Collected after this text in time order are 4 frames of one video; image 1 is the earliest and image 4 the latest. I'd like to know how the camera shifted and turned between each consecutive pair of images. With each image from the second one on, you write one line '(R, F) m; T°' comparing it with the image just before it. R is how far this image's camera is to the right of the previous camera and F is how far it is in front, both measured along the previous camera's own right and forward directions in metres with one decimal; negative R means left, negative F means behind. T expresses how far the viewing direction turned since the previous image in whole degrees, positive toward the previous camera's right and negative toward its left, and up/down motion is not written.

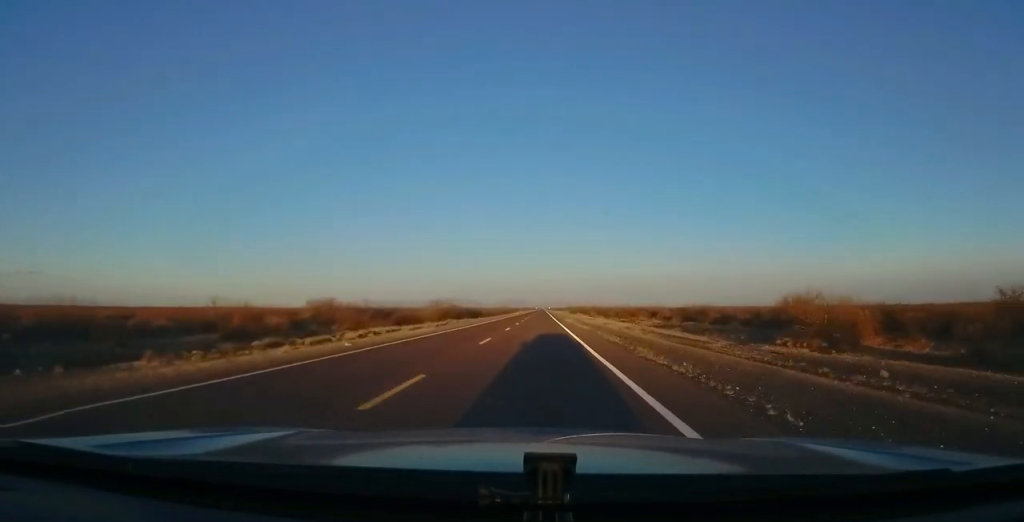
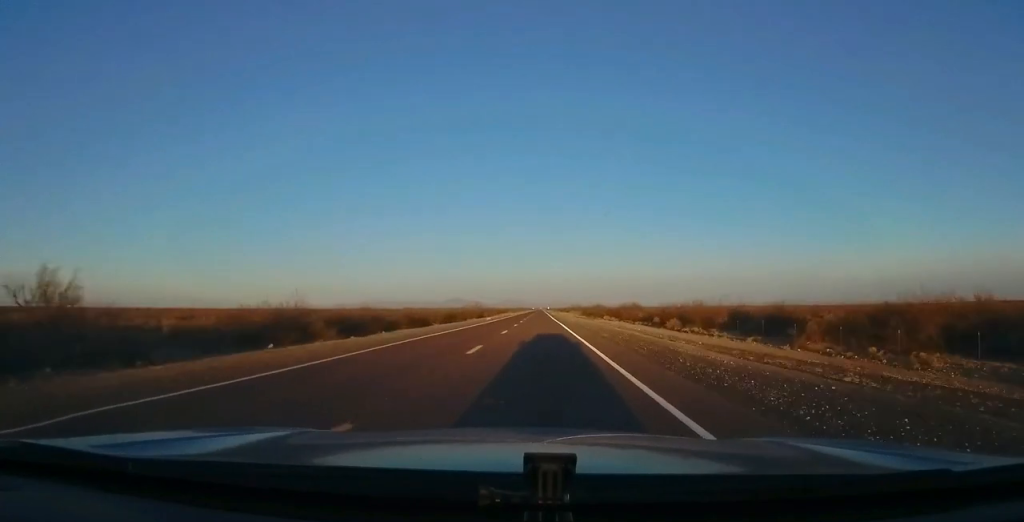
(-0.8, +91.1) m; 0°
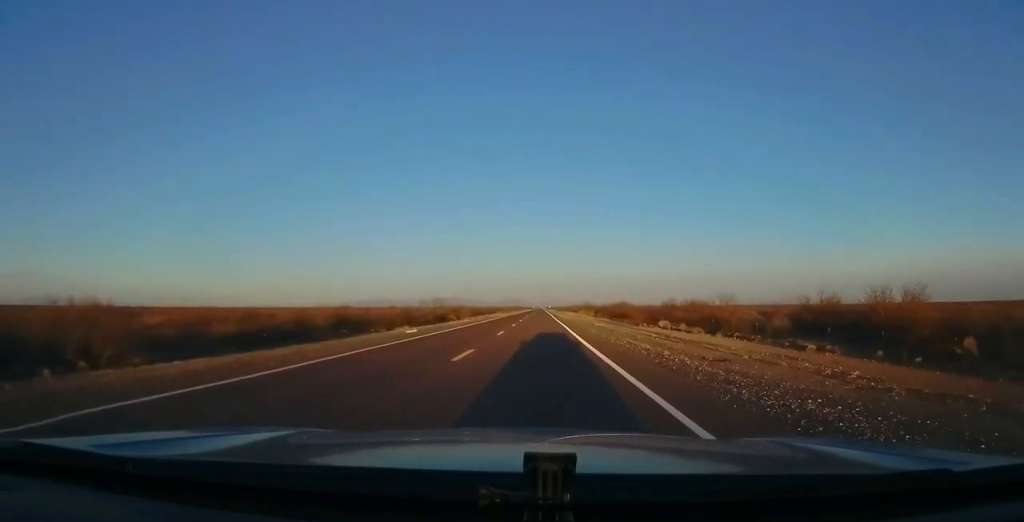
(+1.1, +52.0) m; +1°
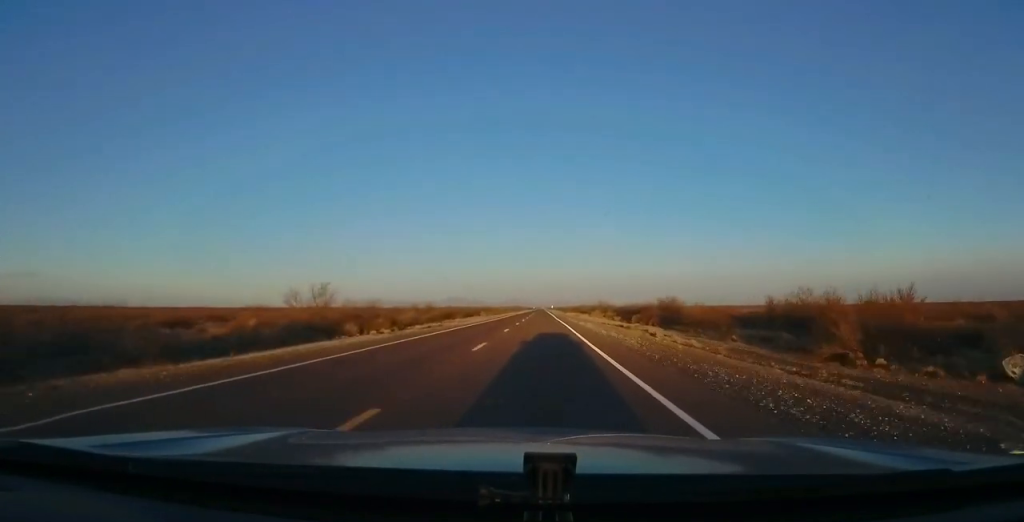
(-1.3, +47.0) m; -1°
